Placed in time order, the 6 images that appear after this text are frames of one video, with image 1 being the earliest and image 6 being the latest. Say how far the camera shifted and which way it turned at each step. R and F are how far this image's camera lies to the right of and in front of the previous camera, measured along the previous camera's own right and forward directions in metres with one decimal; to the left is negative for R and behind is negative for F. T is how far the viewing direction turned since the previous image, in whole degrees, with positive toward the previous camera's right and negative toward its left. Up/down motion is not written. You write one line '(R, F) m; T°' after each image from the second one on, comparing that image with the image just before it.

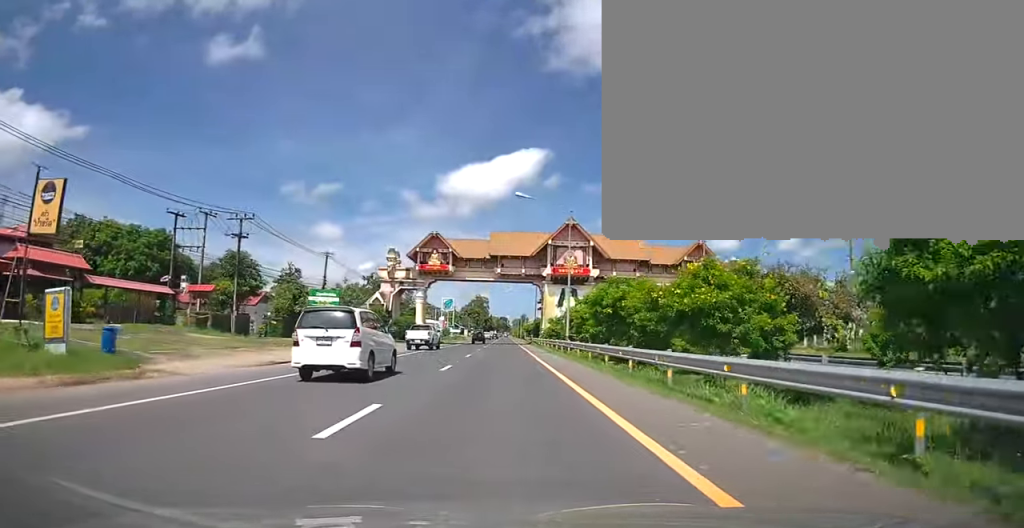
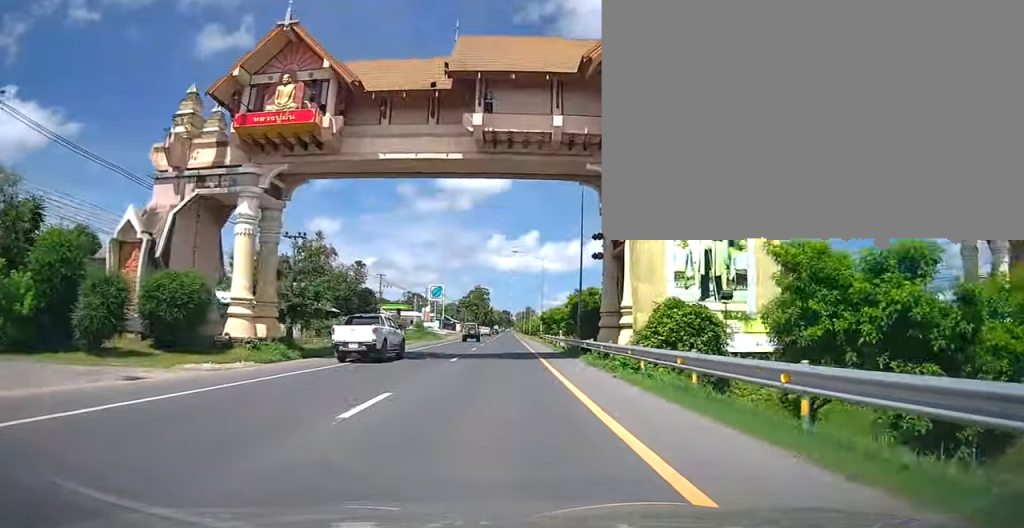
(+0.6, +47.3) m; +6°
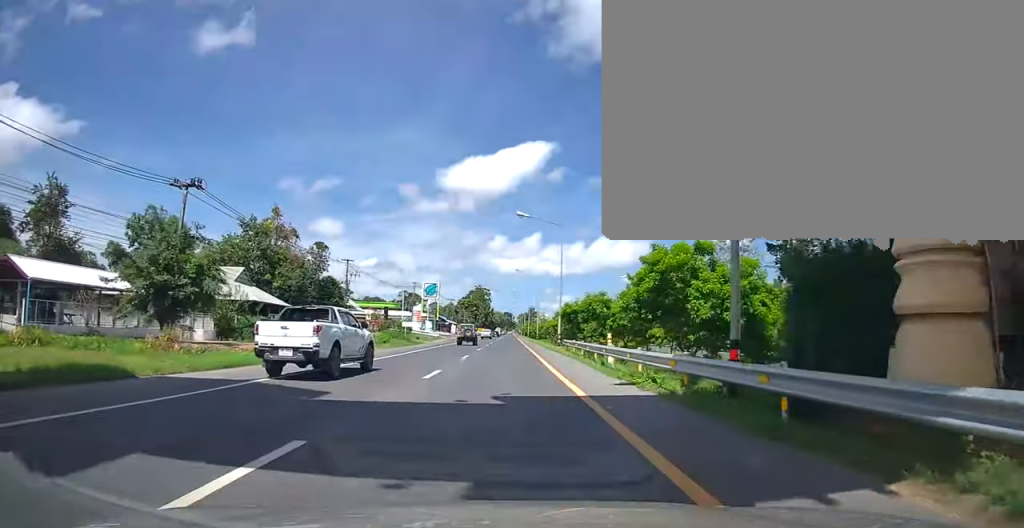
(+1.6, +19.8) m; -2°
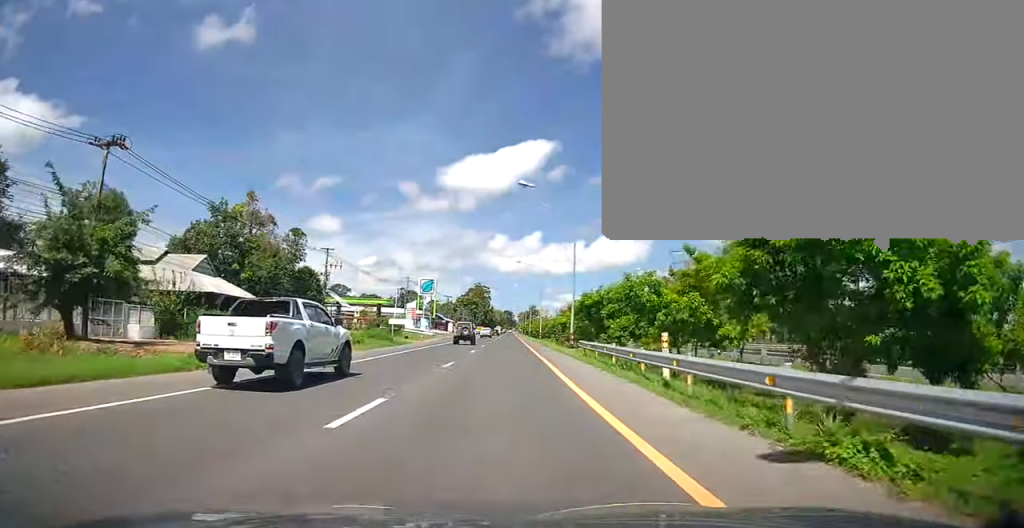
(+1.5, +8.0) m; -4°
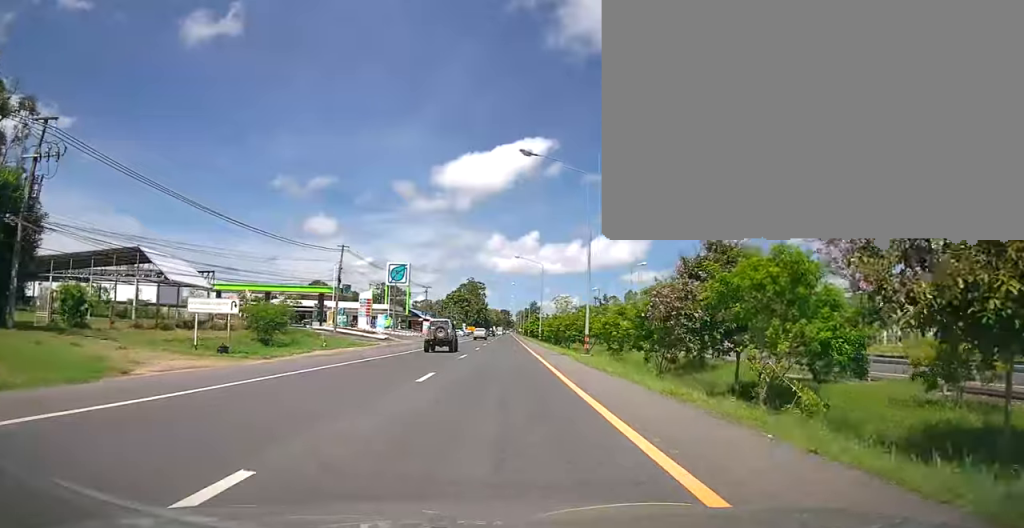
(-5.0, +40.3) m; 0°
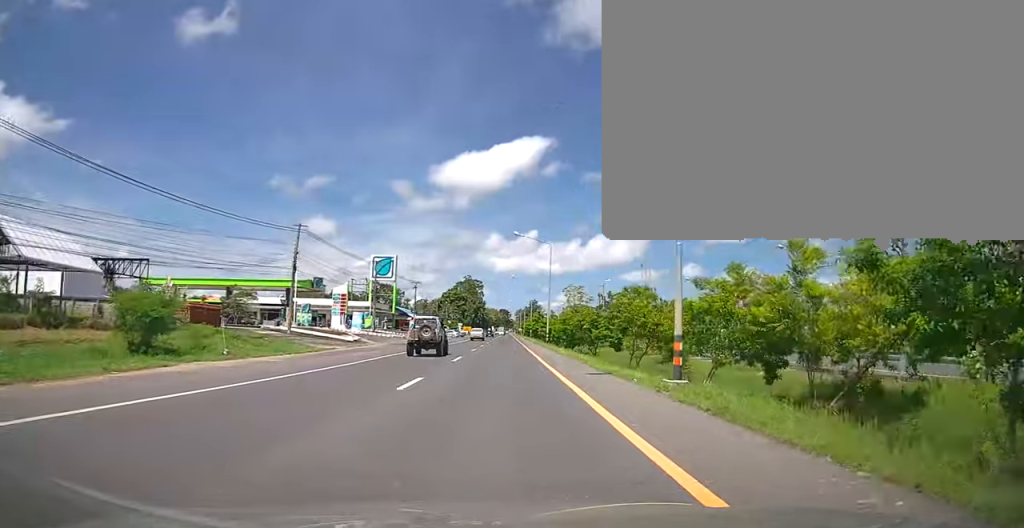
(-0.3, +14.0) m; 0°
